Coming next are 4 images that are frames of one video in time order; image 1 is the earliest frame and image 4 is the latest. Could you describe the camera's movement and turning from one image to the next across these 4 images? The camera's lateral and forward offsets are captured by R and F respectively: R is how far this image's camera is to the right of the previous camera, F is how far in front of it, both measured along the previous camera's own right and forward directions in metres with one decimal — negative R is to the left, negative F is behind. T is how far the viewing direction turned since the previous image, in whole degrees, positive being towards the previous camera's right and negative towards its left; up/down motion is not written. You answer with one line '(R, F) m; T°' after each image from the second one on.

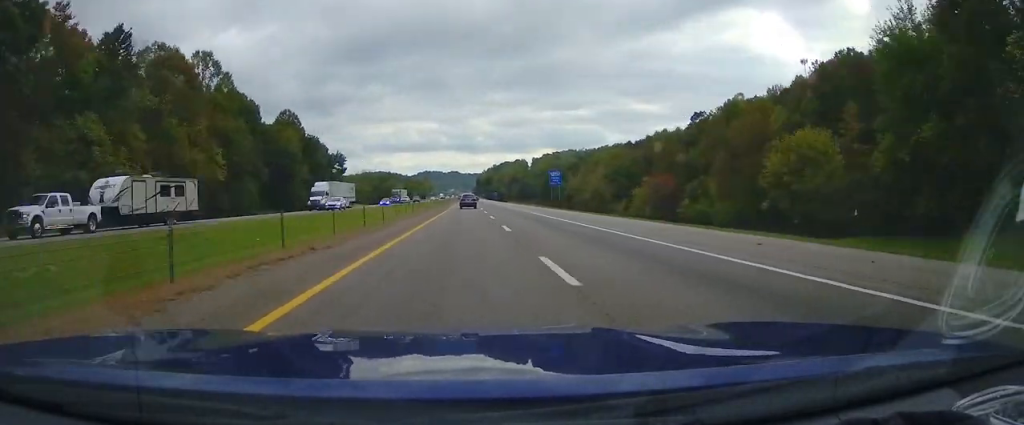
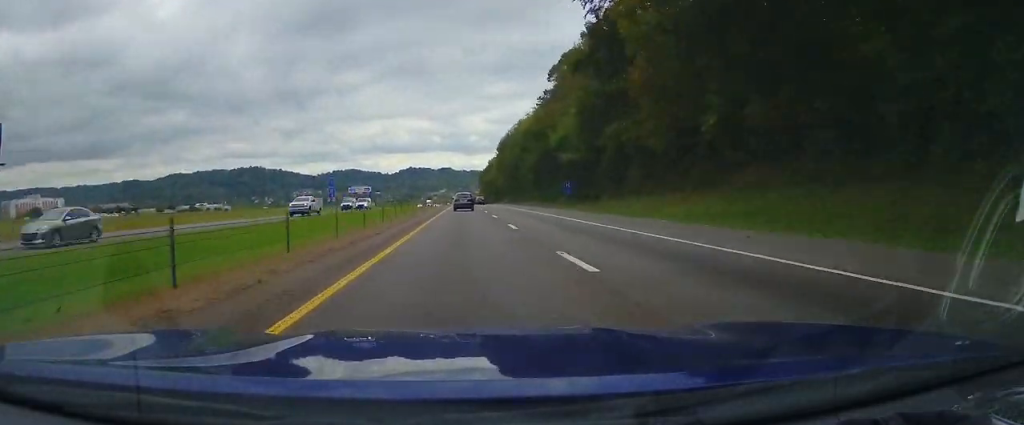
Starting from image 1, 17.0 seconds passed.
(-0.7, +595.9) m; 0°
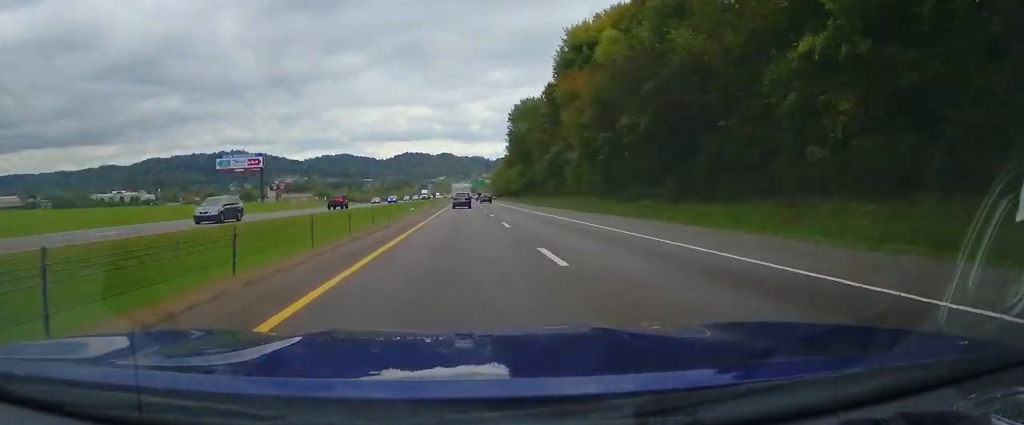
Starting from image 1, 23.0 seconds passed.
(-0.3, +204.3) m; 0°
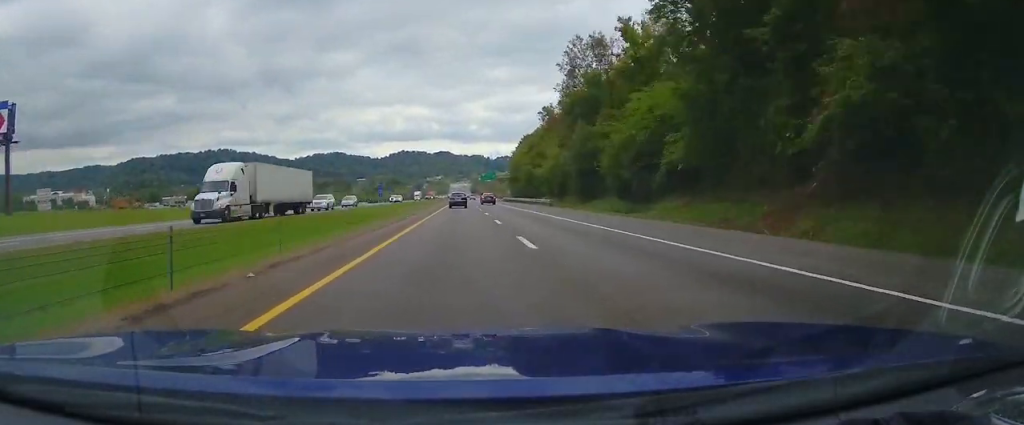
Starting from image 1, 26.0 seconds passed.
(0.0, +105.9) m; 0°
